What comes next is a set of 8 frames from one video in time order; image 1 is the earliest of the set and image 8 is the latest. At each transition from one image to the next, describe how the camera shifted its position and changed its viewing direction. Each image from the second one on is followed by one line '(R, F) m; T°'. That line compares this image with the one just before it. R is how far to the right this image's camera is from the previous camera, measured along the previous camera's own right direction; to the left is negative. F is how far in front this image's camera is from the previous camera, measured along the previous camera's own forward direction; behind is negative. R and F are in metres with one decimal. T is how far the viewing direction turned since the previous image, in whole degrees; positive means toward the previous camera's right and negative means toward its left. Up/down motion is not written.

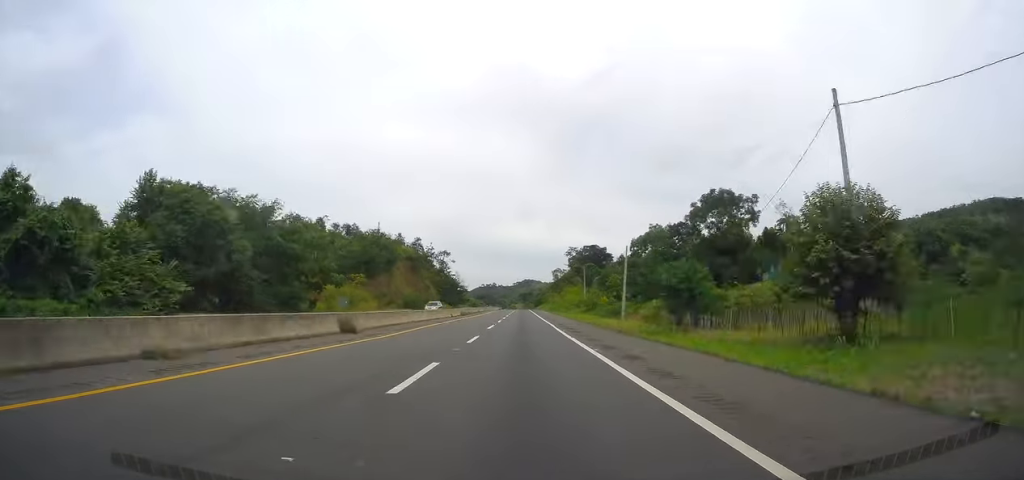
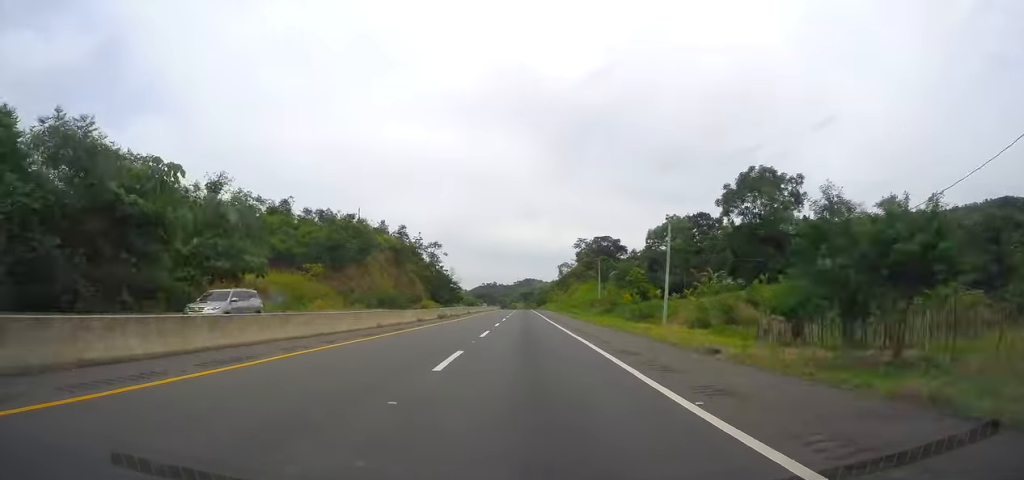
(+0.4, +21.3) m; 0°
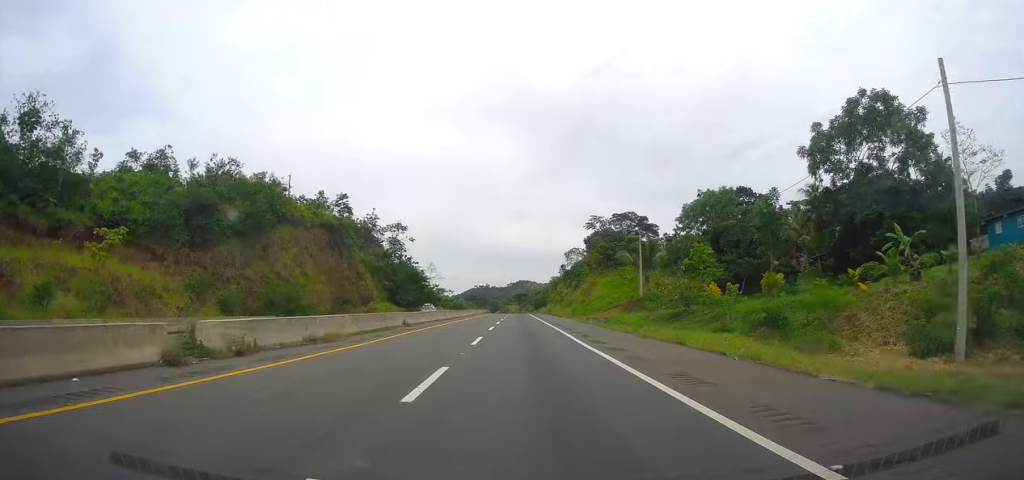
(-0.2, +39.0) m; 0°
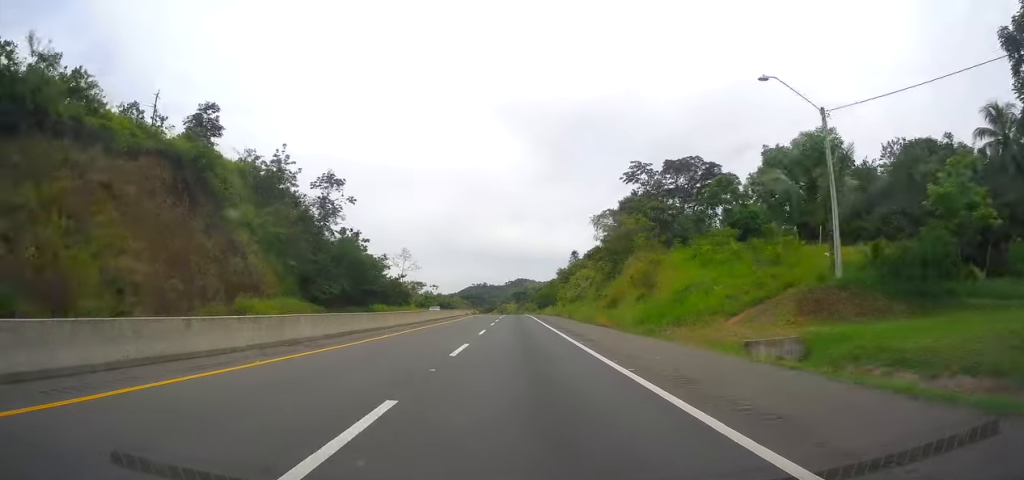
(-0.1, +40.1) m; 0°
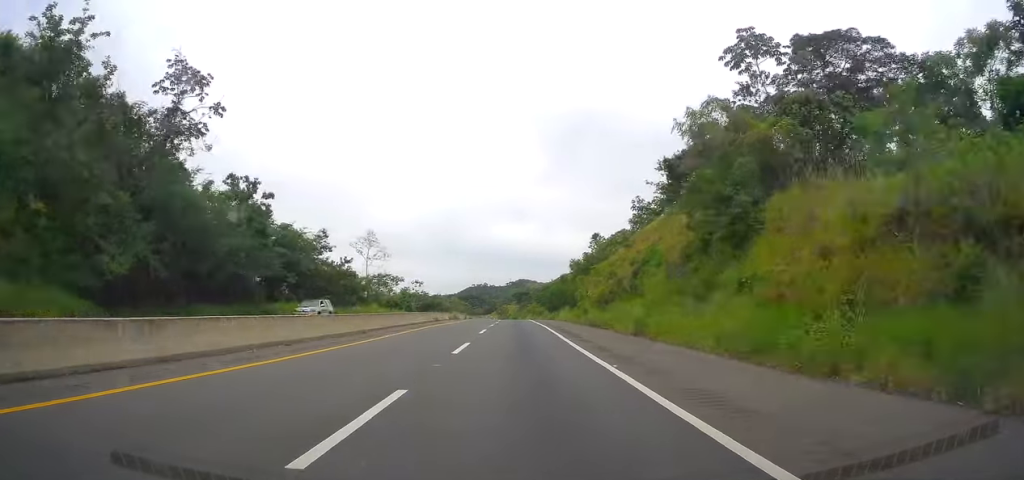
(+0.1, +35.1) m; 0°
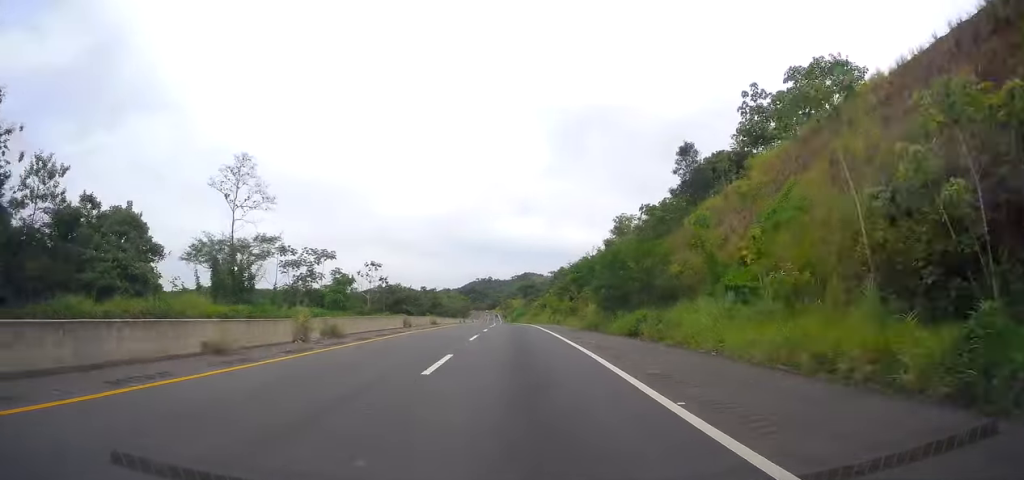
(-0.2, +54.0) m; 0°
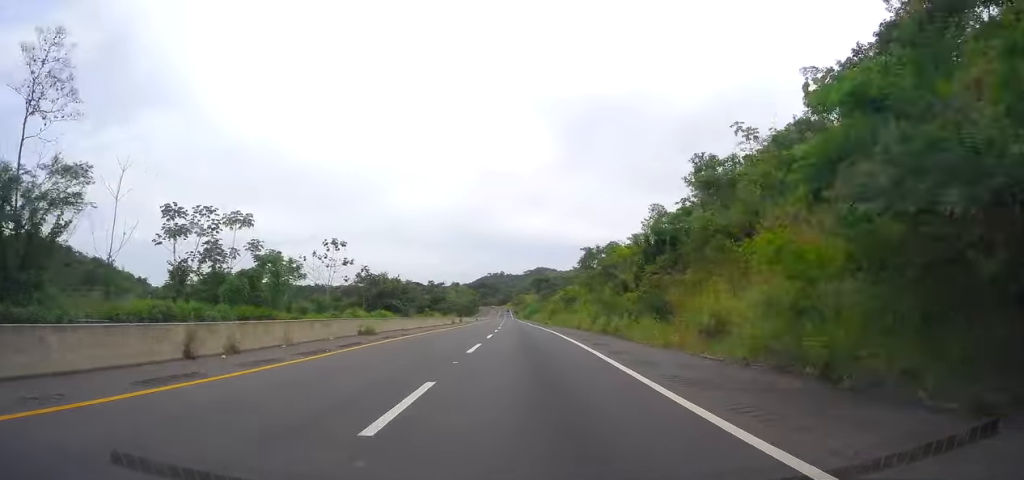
(+0.2, +30.2) m; -1°
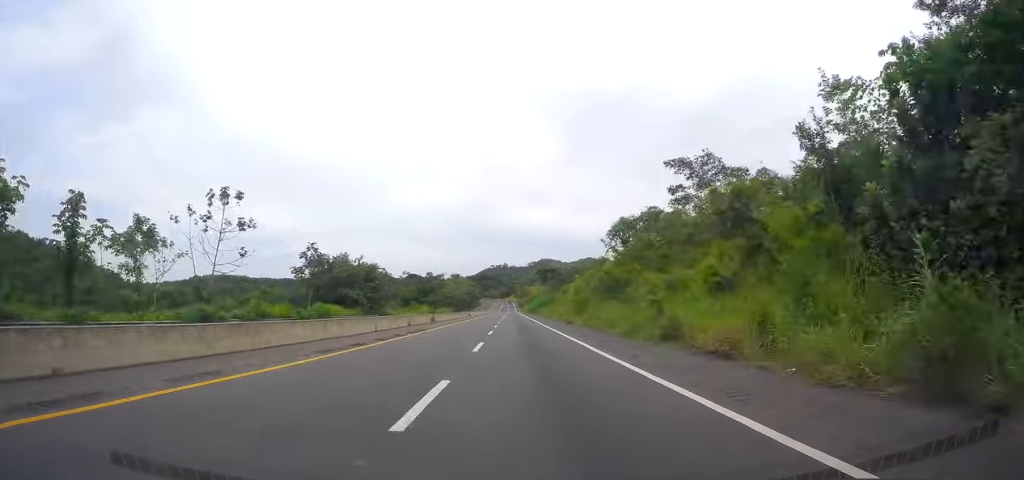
(-0.6, +31.9) m; -1°
